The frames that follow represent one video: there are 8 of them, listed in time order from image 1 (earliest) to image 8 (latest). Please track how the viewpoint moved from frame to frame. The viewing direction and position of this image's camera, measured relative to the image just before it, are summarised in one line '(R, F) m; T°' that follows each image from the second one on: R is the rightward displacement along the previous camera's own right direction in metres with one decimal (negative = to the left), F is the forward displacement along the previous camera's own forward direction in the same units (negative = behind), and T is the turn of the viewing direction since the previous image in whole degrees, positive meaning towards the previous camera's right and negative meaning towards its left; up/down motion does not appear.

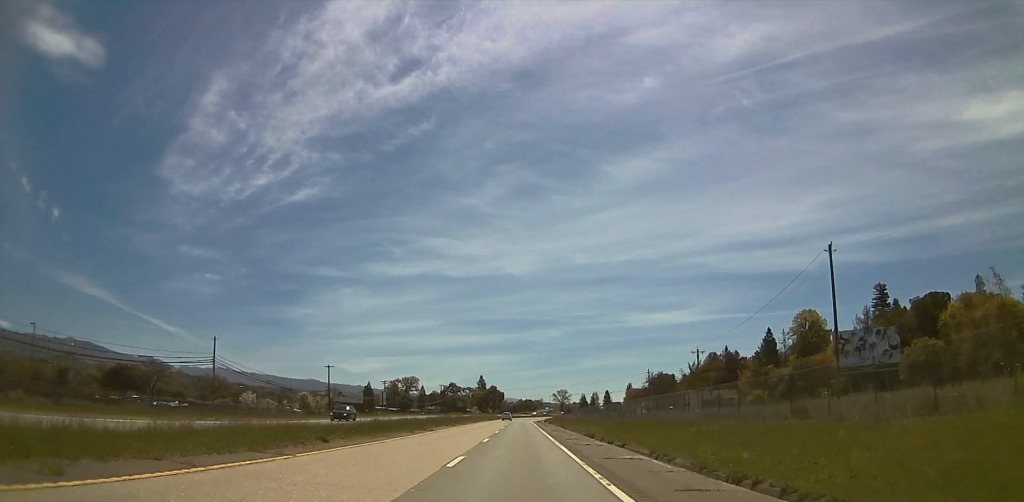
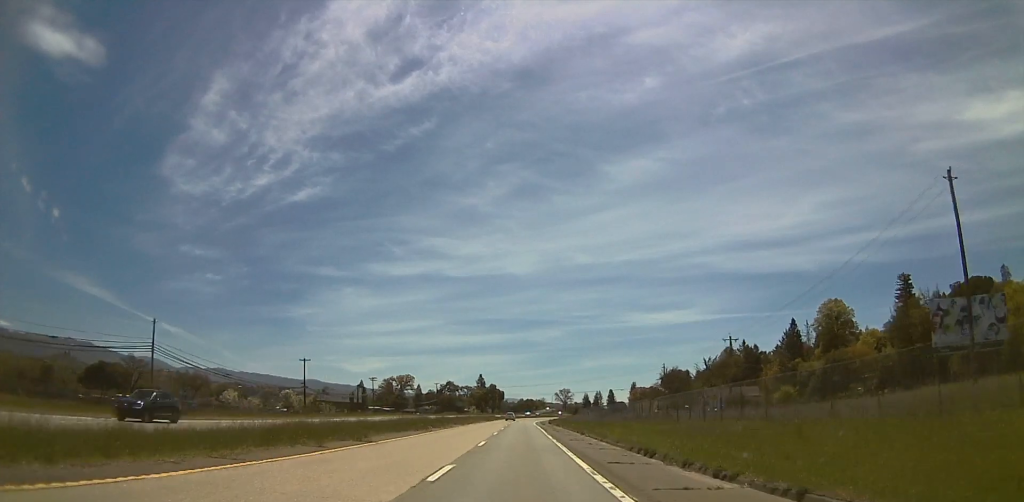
(-0.4, +18.4) m; 0°
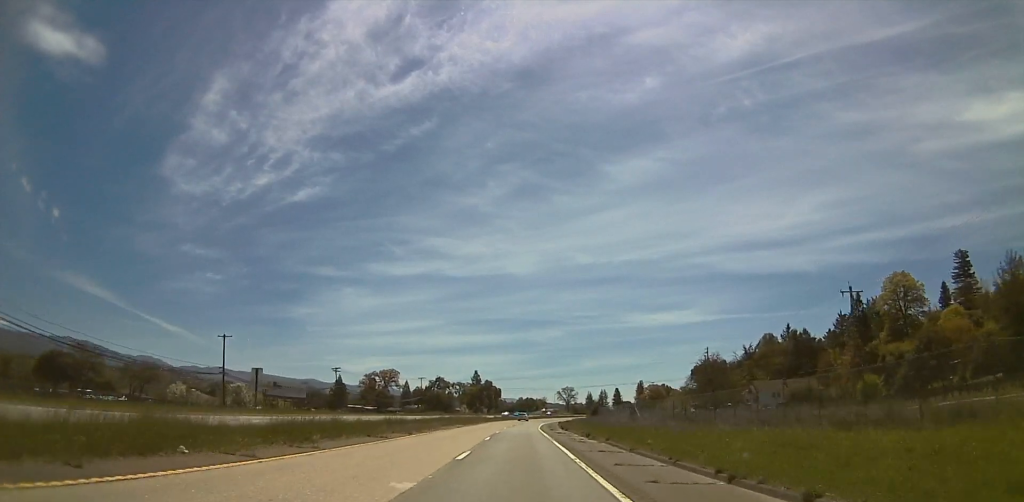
(+1.1, +38.3) m; +2°
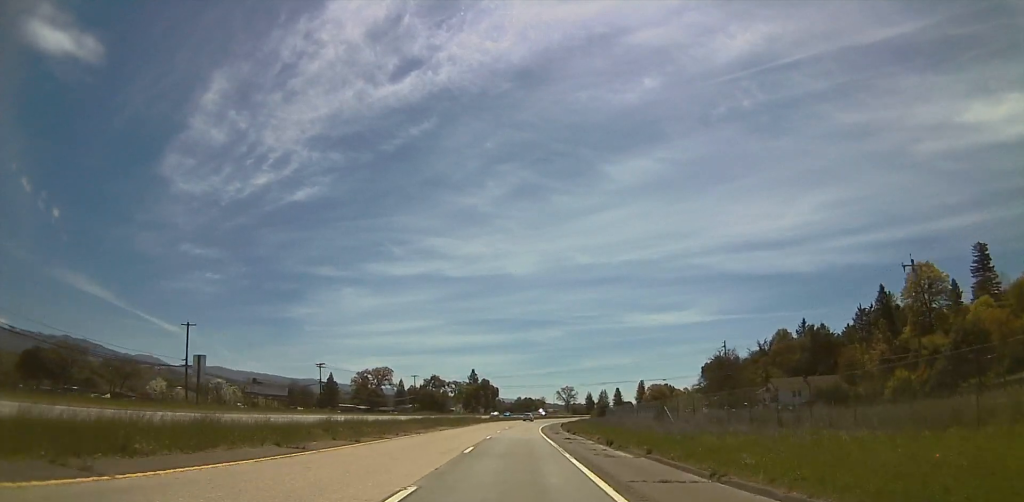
(0.0, +11.5) m; 0°
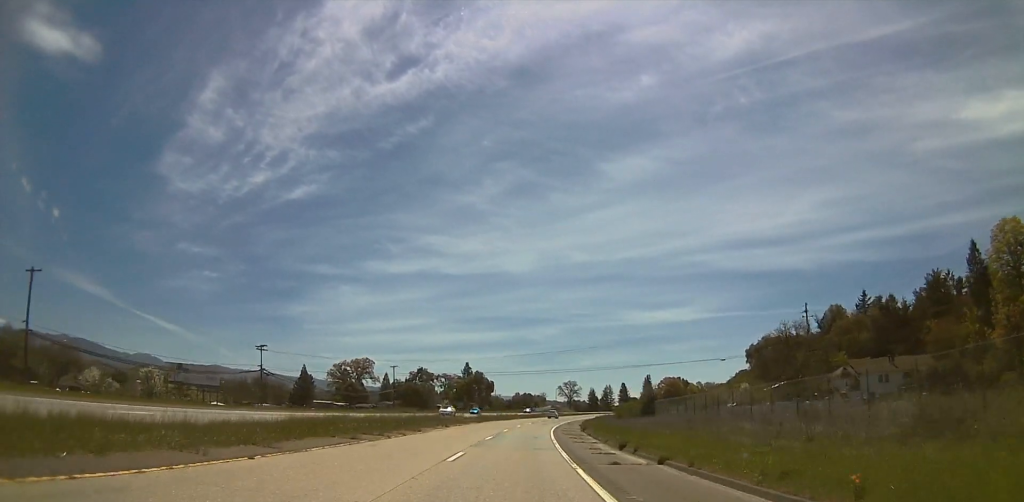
(-0.2, +33.7) m; 0°
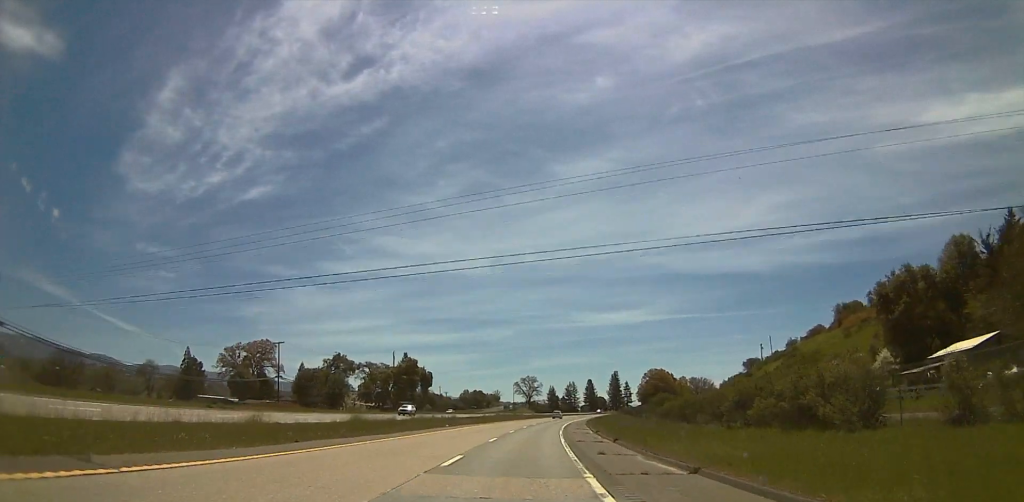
(+0.5, +60.7) m; +2°
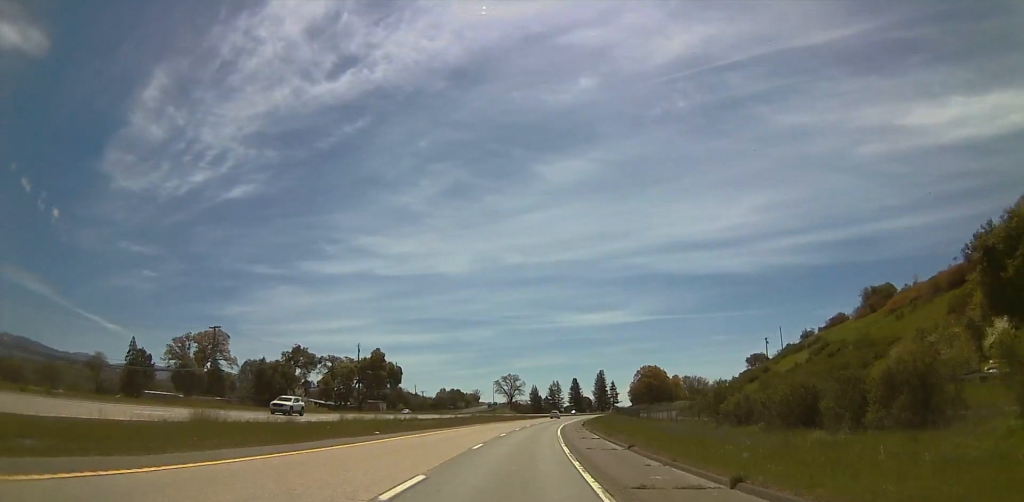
(+0.6, +21.0) m; +2°
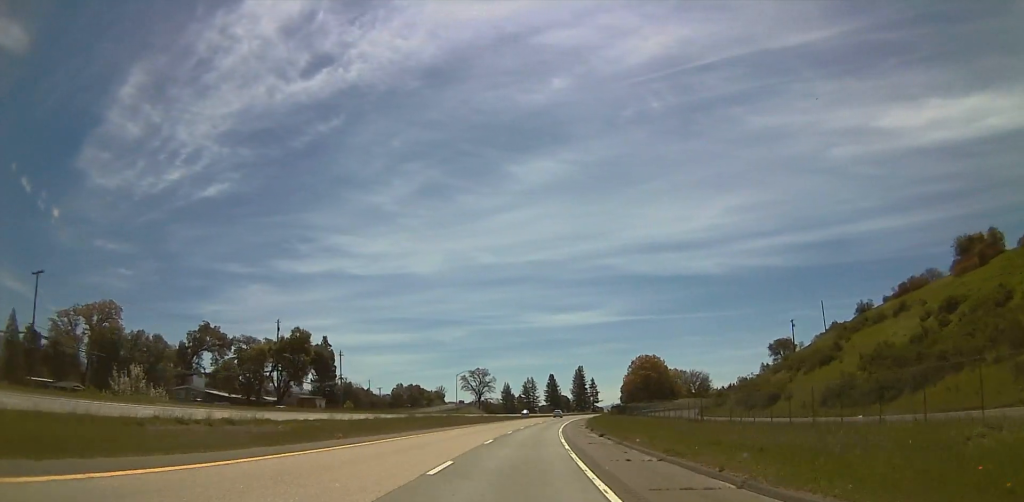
(+1.4, +39.6) m; +3°
